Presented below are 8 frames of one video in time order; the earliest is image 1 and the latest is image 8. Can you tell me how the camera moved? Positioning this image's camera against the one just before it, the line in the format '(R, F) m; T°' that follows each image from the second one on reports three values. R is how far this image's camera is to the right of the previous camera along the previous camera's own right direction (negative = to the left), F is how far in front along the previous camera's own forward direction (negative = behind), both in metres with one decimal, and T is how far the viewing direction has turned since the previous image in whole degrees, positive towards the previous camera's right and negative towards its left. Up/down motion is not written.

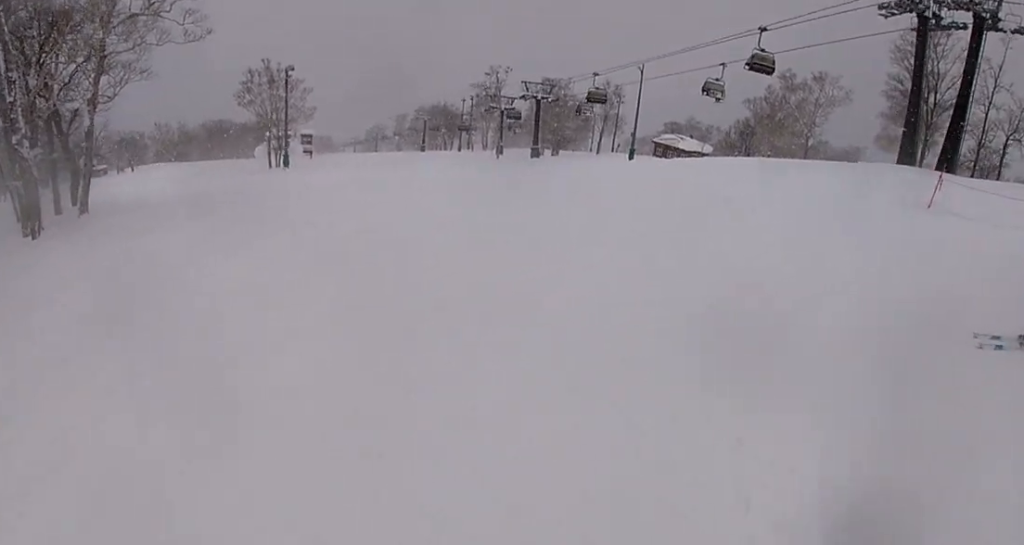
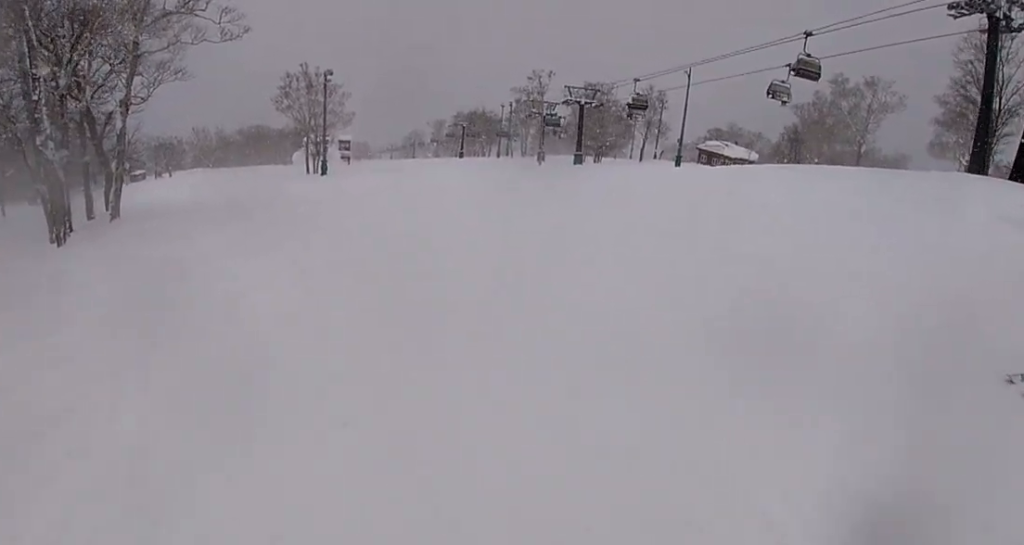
(-0.3, +2.1) m; +4°
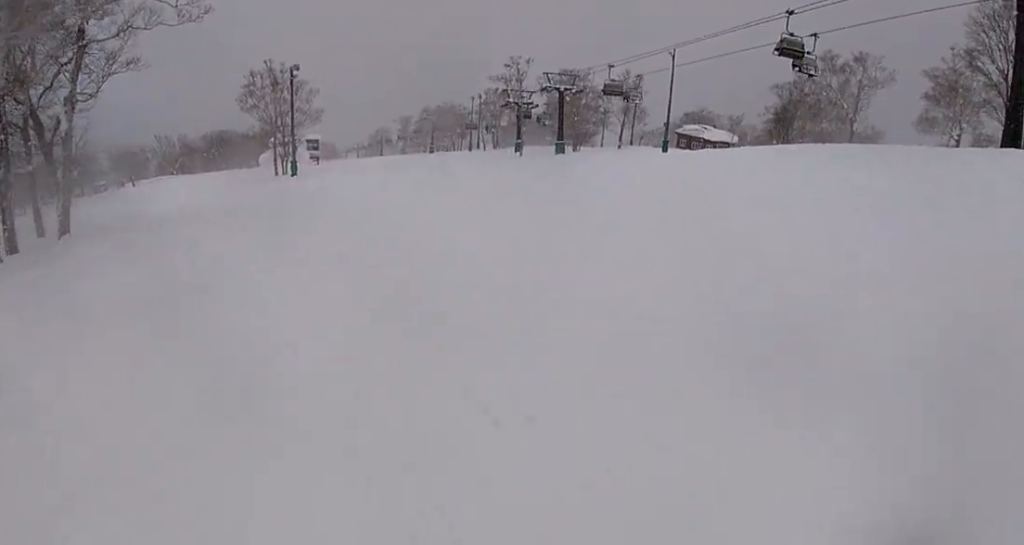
(-0.4, +3.8) m; +15°
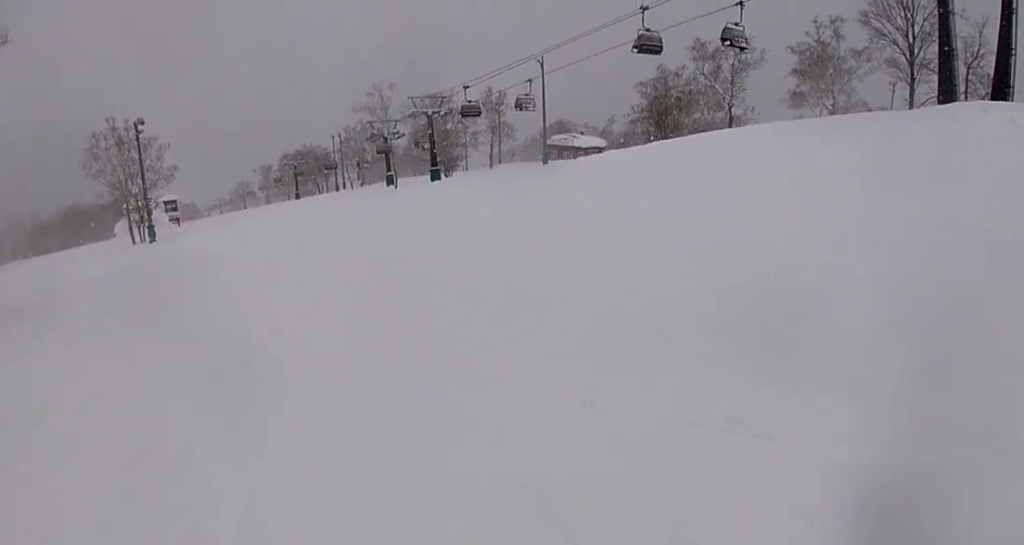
(+2.1, +5.4) m; +22°
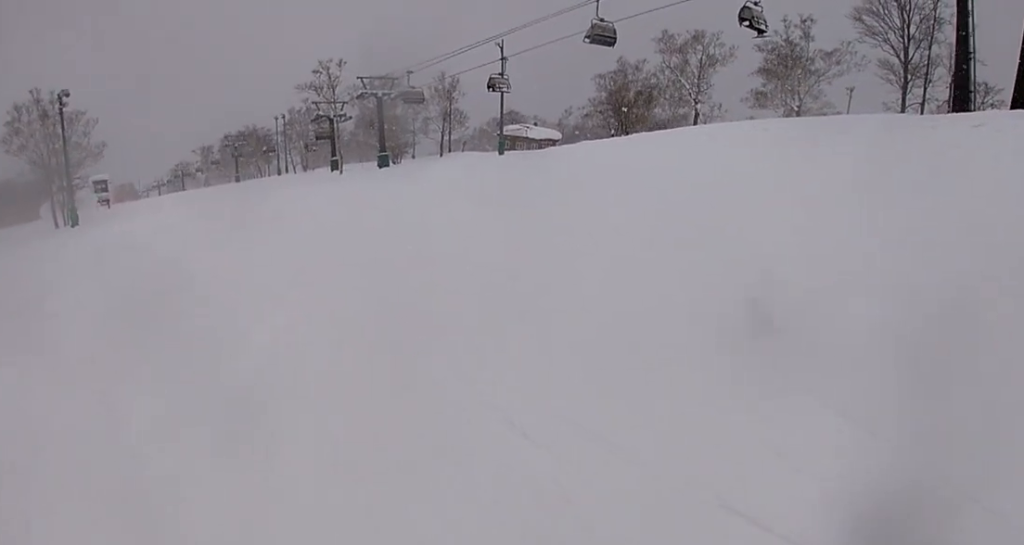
(+0.1, +4.1) m; +1°
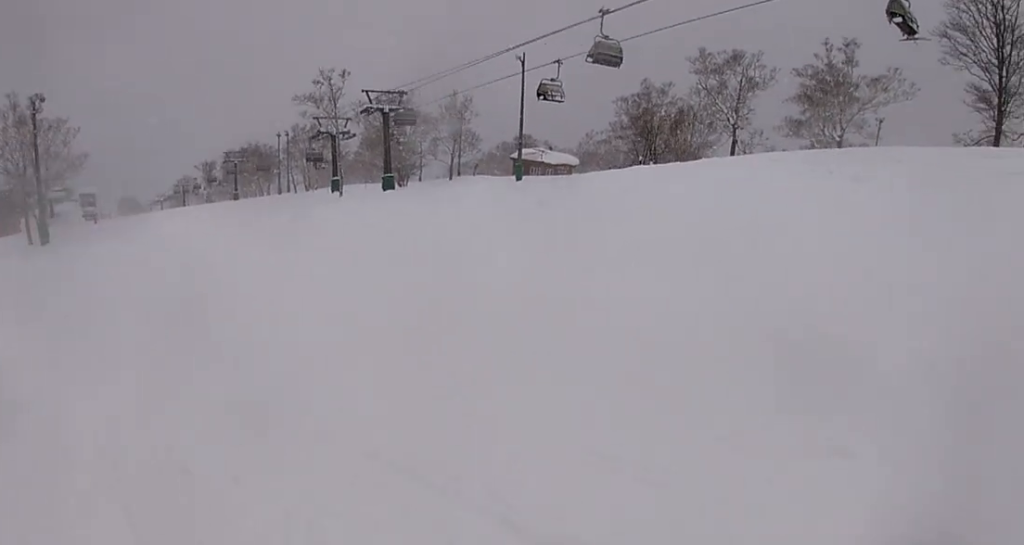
(0.0, +6.4) m; 0°
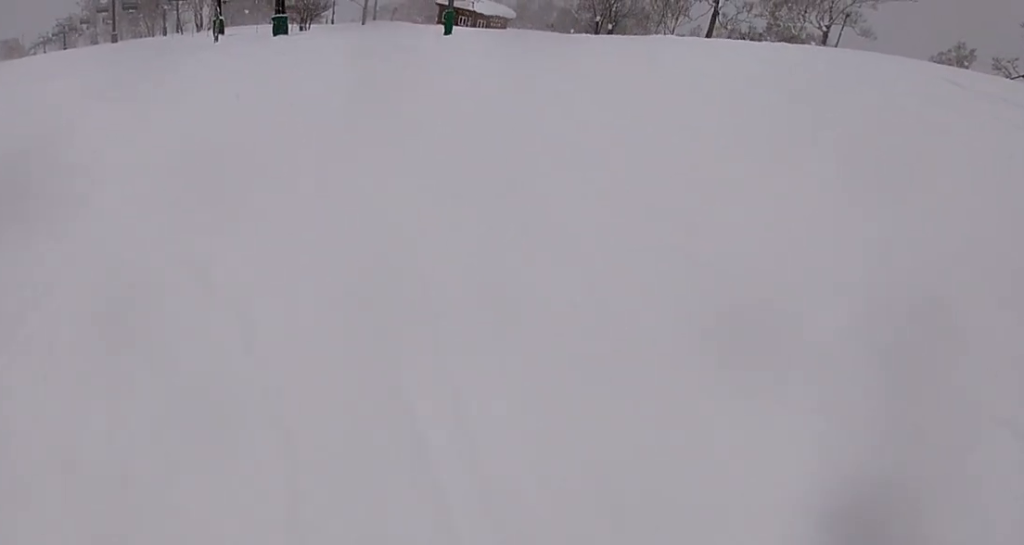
(0.0, +11.1) m; -3°
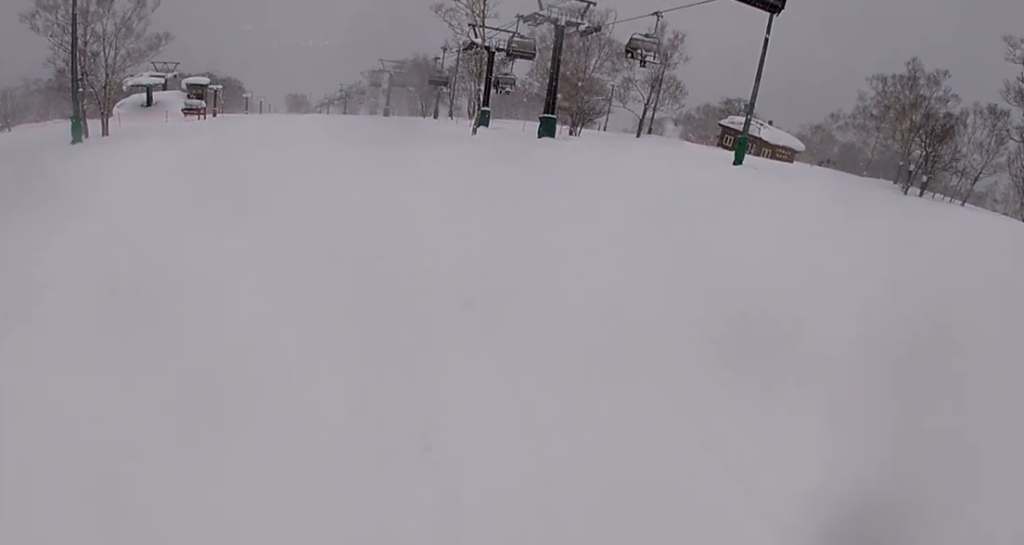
(-1.0, +6.9) m; -21°
